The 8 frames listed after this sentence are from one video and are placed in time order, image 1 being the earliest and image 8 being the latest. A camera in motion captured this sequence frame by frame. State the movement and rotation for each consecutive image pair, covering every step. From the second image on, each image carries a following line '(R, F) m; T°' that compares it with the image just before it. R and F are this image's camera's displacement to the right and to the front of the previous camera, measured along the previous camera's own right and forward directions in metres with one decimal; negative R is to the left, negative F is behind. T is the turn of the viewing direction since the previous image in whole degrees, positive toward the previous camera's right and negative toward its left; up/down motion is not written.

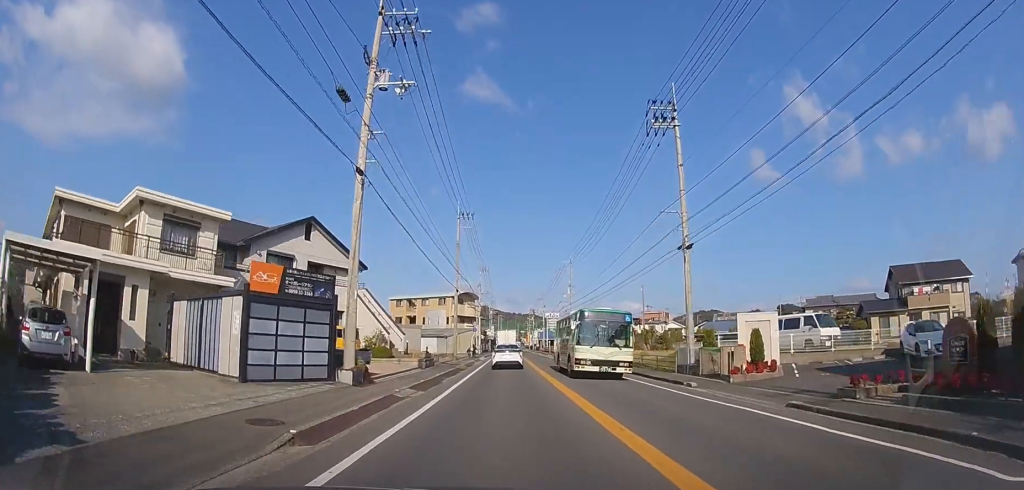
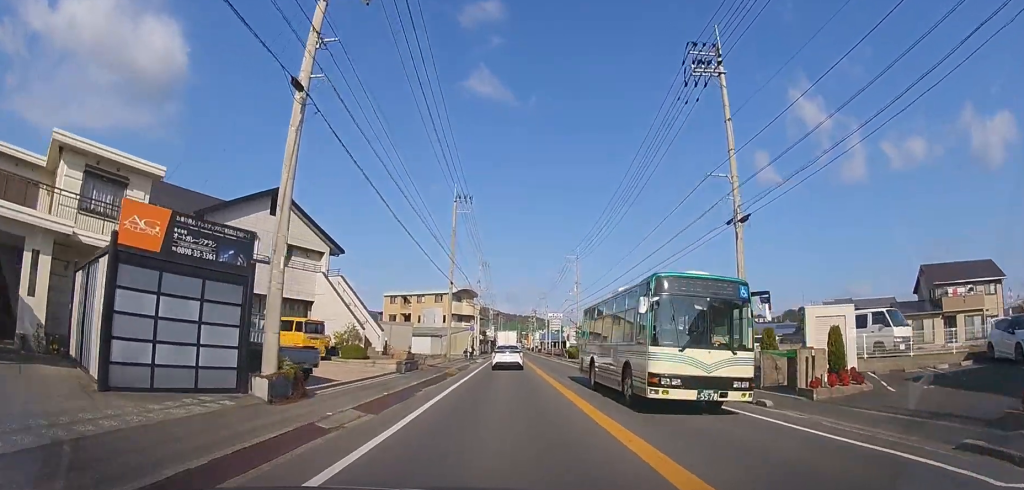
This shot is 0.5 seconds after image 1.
(0.0, +5.1) m; 0°
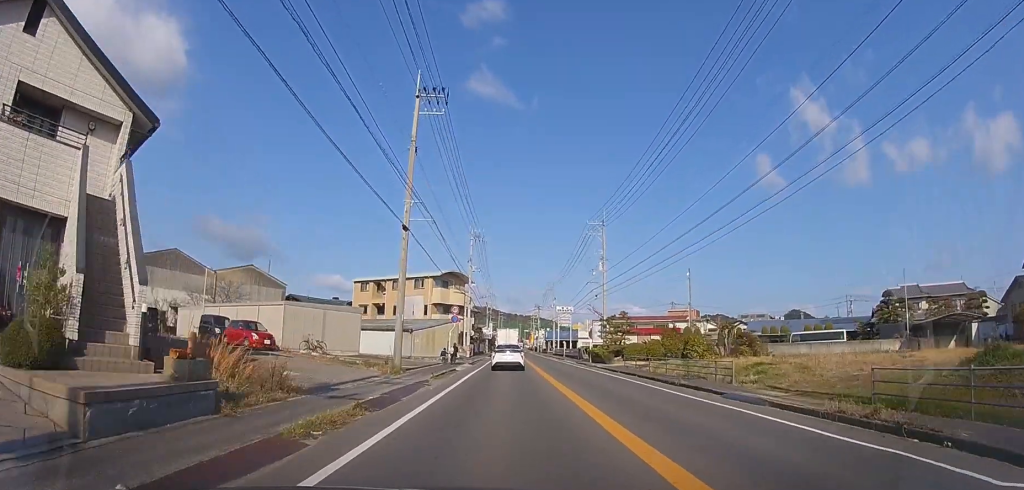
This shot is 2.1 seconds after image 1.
(0.0, +16.8) m; 0°
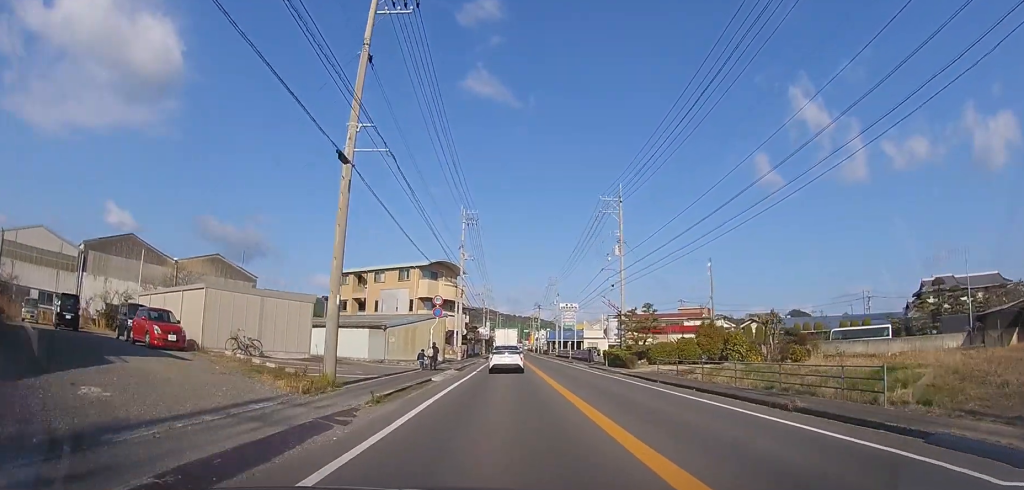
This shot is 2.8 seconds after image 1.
(0.0, +7.3) m; 0°
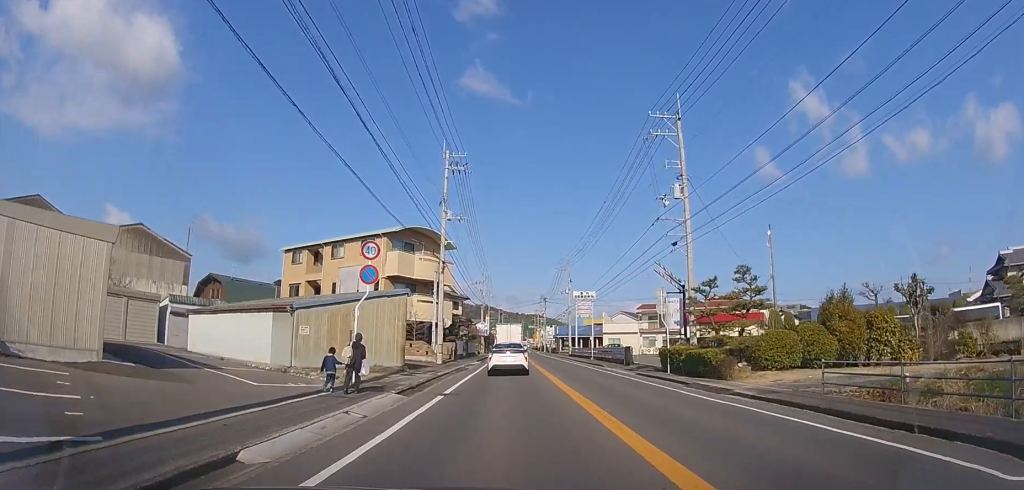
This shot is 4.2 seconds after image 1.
(-0.1, +13.0) m; -1°
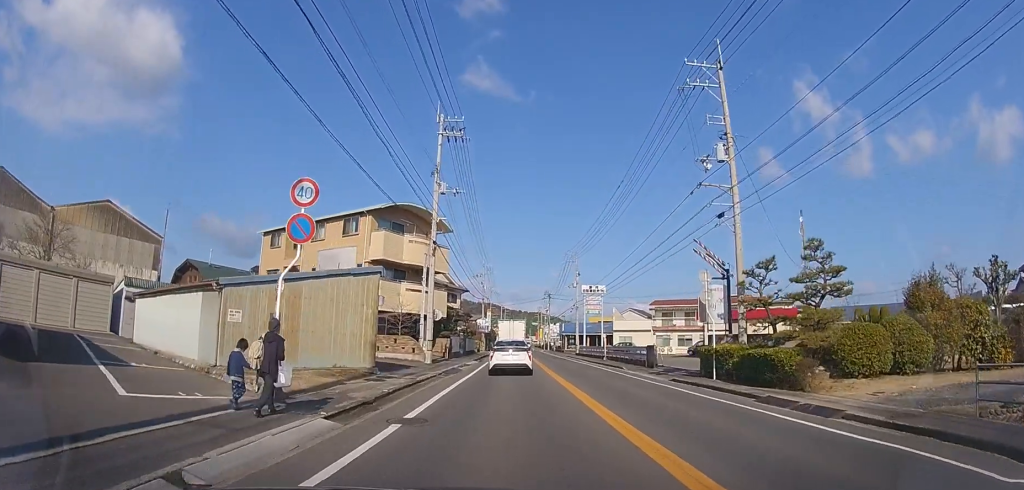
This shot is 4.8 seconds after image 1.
(0.0, +4.8) m; 0°
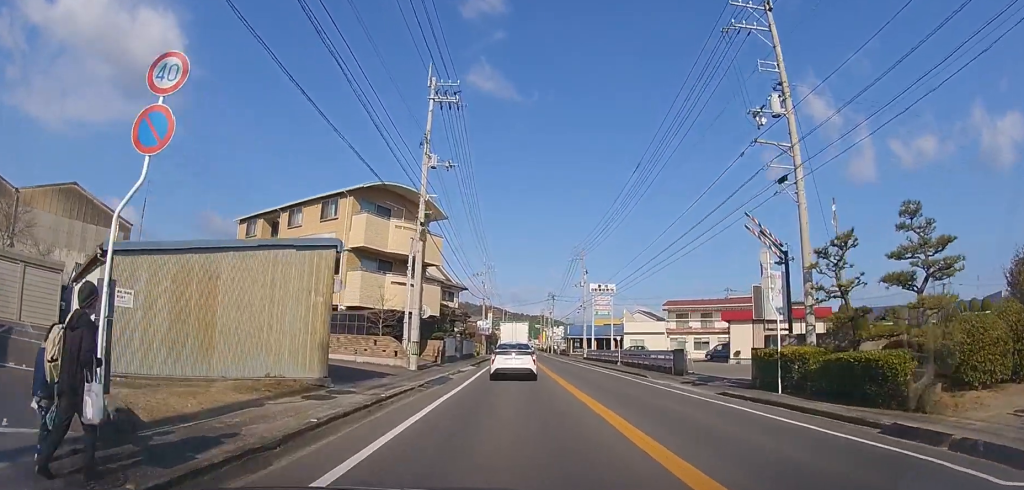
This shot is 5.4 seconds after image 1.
(0.0, +4.6) m; 0°
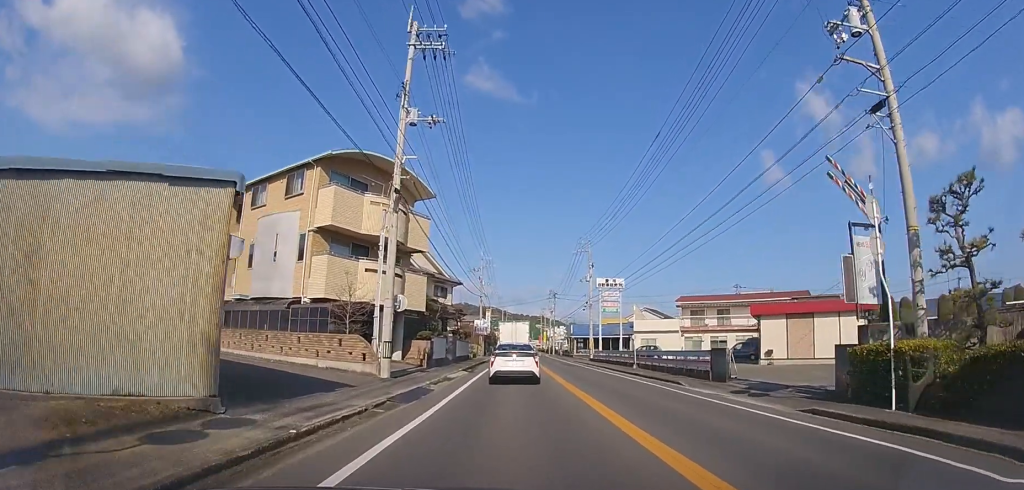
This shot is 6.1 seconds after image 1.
(0.0, +4.6) m; 0°
